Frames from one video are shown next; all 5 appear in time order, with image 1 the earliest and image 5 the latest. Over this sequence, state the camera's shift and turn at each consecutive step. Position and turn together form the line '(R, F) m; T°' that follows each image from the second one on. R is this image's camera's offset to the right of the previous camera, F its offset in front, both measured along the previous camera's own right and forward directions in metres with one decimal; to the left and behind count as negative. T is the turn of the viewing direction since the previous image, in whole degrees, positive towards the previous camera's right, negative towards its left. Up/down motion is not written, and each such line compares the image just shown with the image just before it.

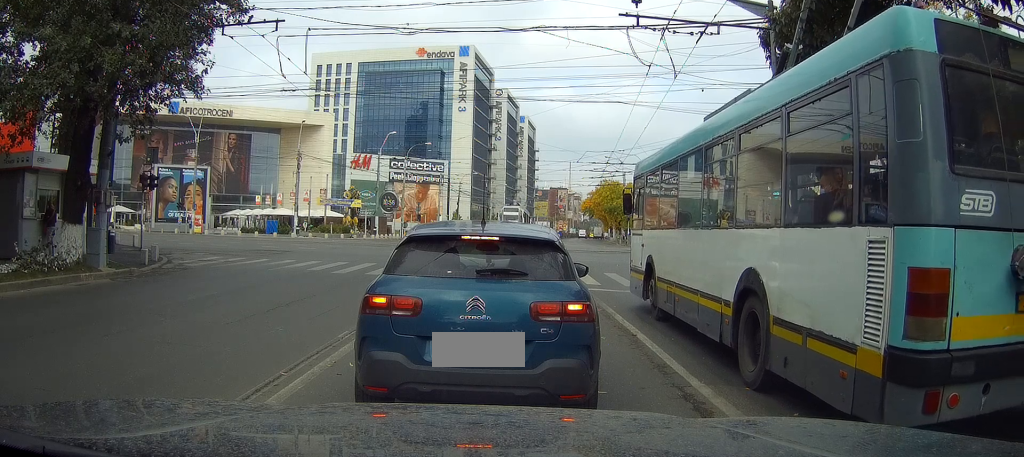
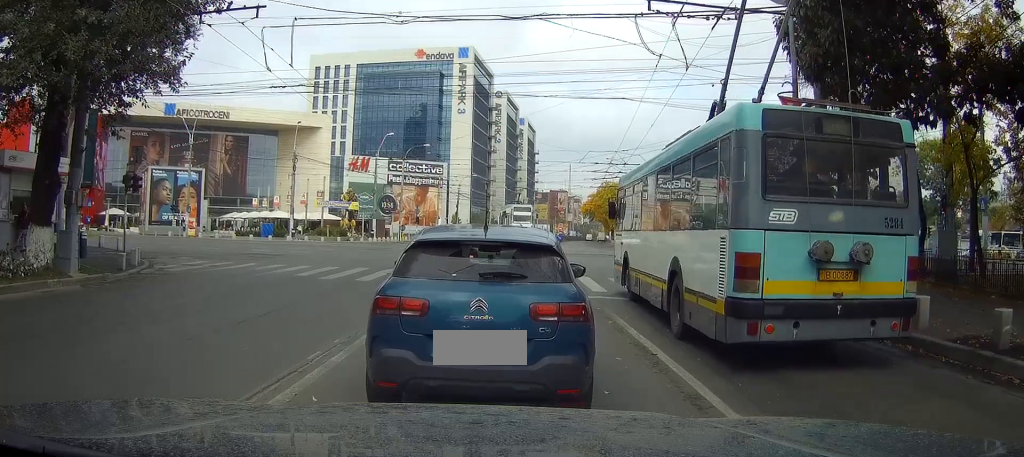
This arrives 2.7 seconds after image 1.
(0.0, +0.2) m; 0°
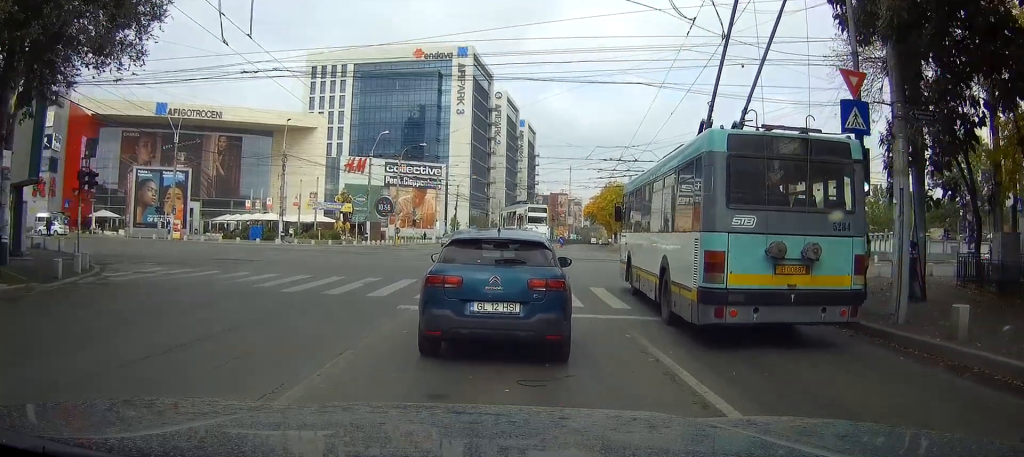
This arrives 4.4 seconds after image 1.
(0.0, +2.0) m; 0°
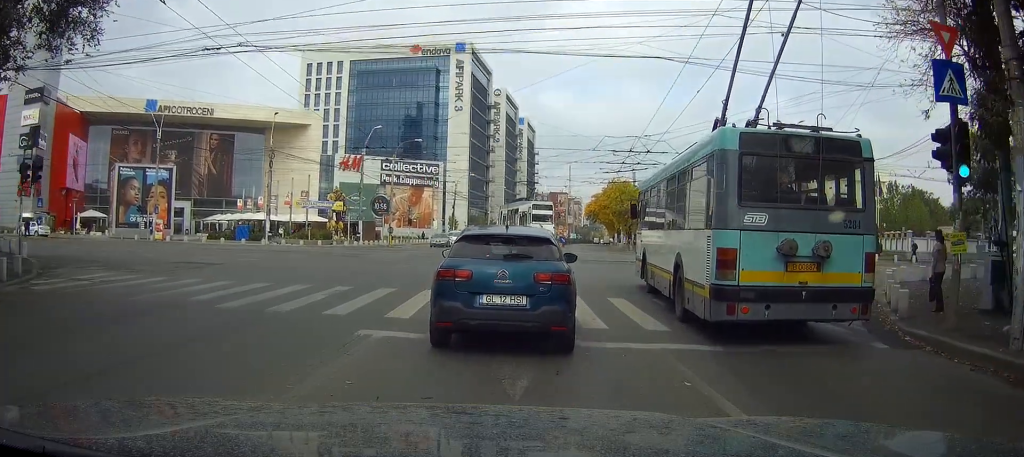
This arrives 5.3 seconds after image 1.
(0.0, +2.9) m; 0°
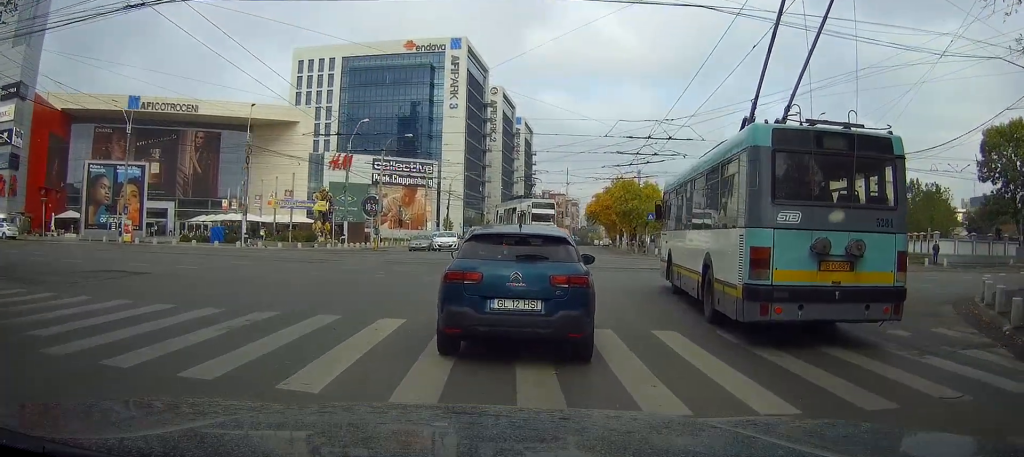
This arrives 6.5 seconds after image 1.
(0.0, +4.8) m; 0°
